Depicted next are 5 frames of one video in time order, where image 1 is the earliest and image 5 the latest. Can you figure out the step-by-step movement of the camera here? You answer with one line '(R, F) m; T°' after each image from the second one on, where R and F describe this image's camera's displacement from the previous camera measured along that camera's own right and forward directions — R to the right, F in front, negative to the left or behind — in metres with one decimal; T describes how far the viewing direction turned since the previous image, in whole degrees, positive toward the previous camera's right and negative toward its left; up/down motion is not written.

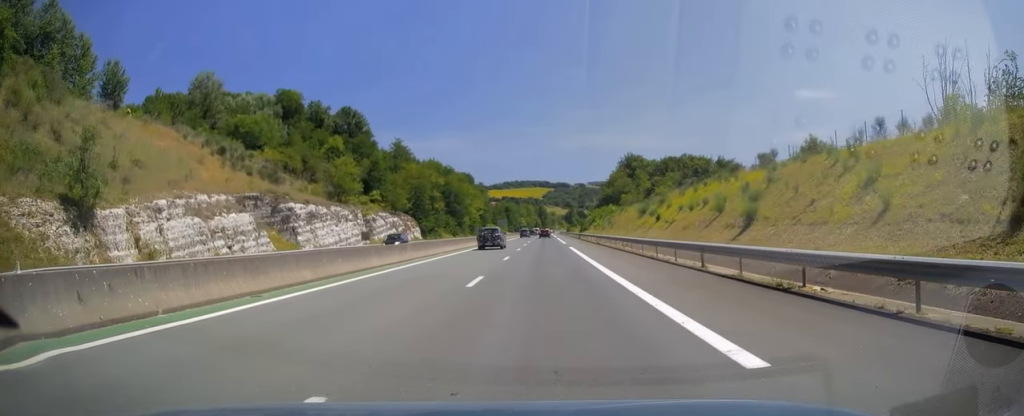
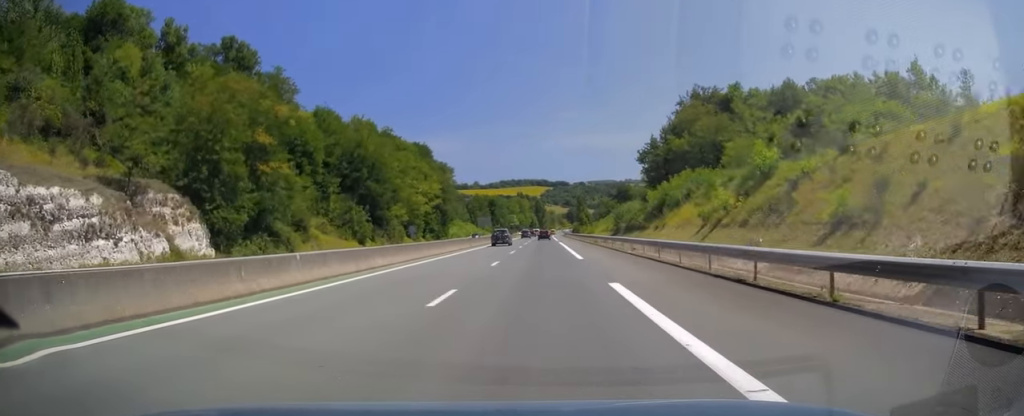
(+0.2, +81.7) m; +1°
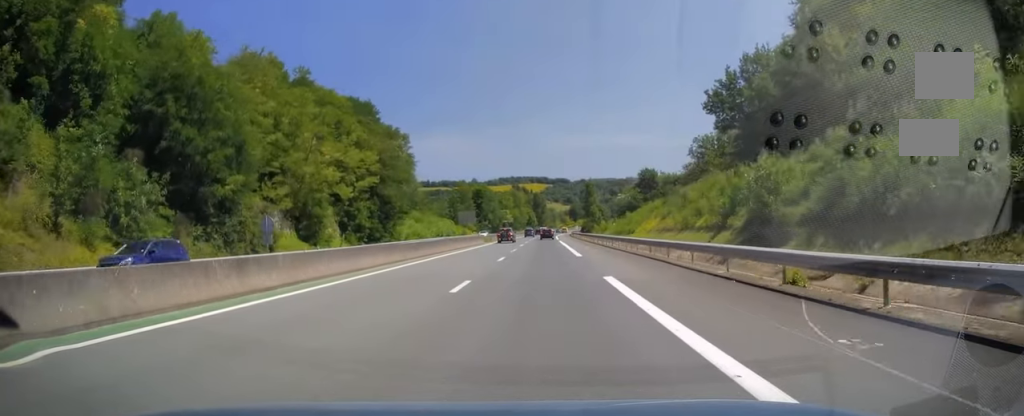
(+0.4, +49.7) m; 0°
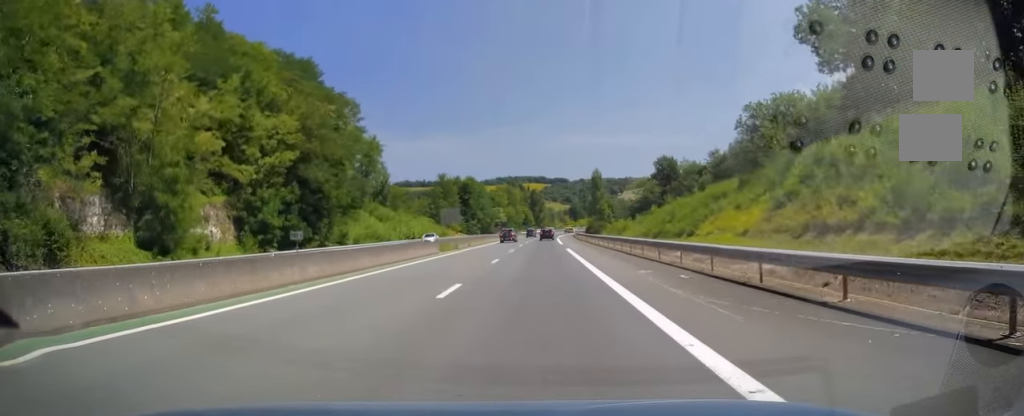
(-0.3, +26.9) m; -1°
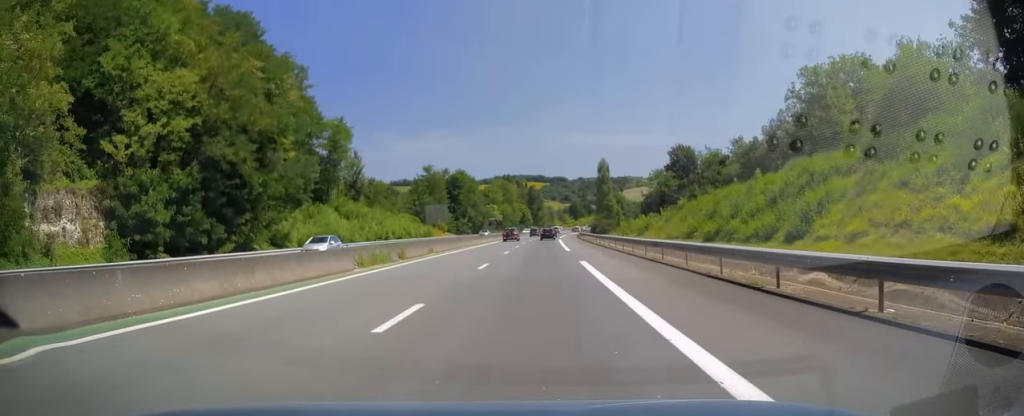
(0.0, +17.3) m; 0°
